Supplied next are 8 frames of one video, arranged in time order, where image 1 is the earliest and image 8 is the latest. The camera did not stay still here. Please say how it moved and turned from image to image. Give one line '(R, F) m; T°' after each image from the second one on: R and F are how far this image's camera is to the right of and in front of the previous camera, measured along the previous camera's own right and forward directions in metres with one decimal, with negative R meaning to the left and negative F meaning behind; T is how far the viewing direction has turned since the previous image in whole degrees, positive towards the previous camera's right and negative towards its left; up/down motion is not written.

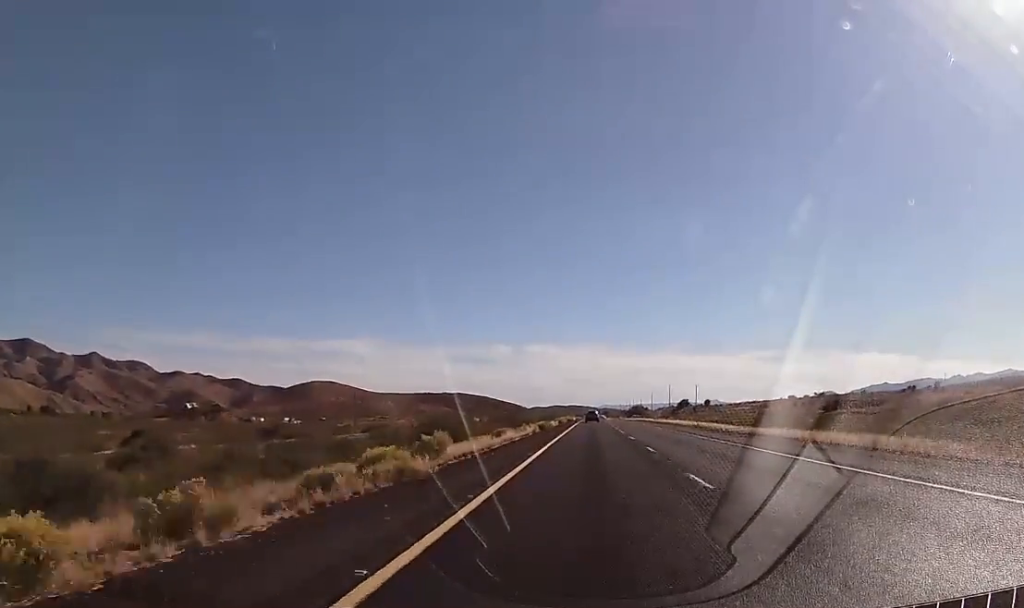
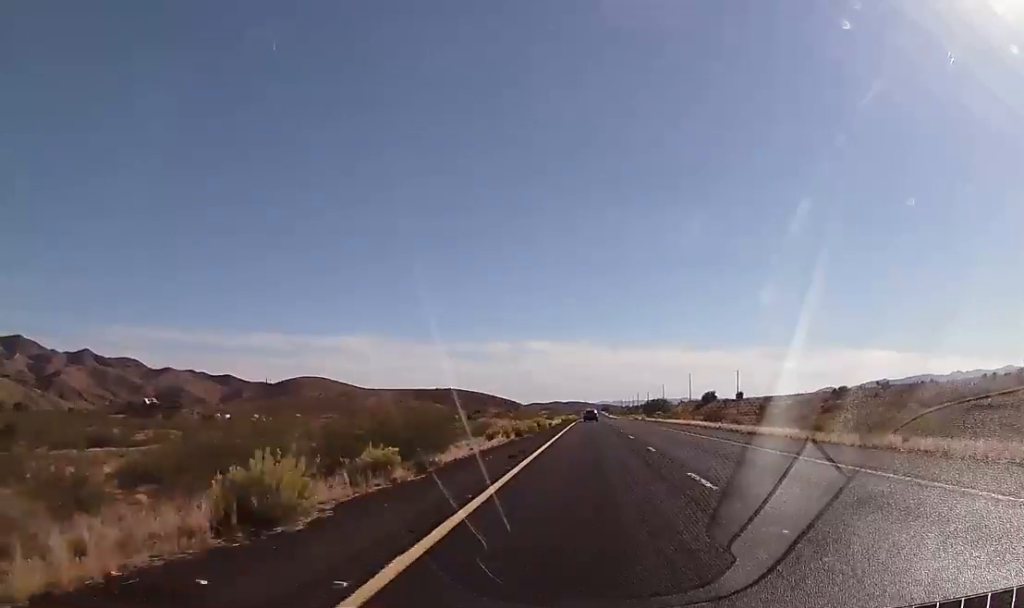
(0.0, +84.3) m; 0°
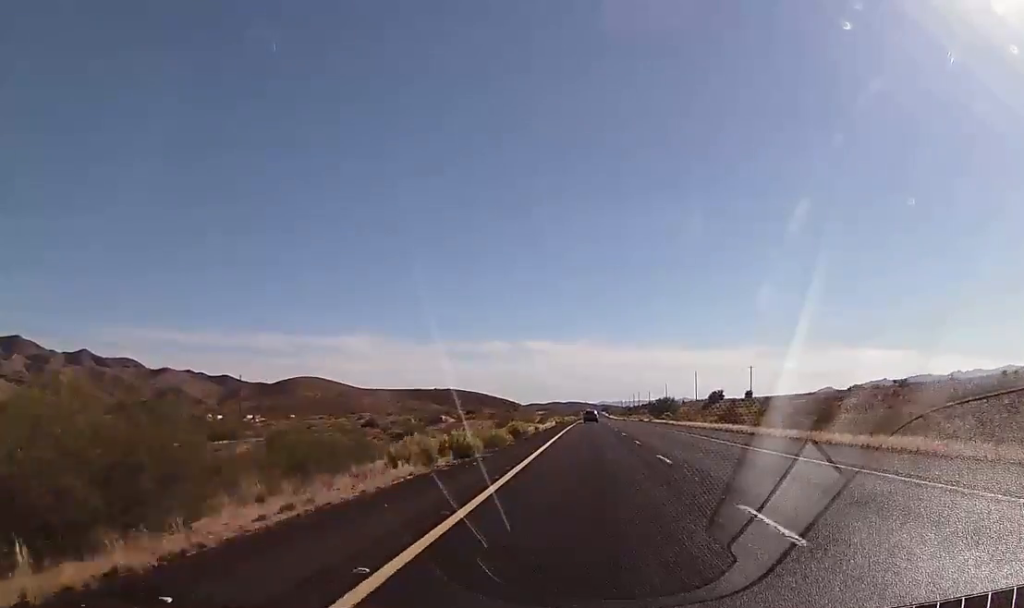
(-0.1, +17.6) m; 0°
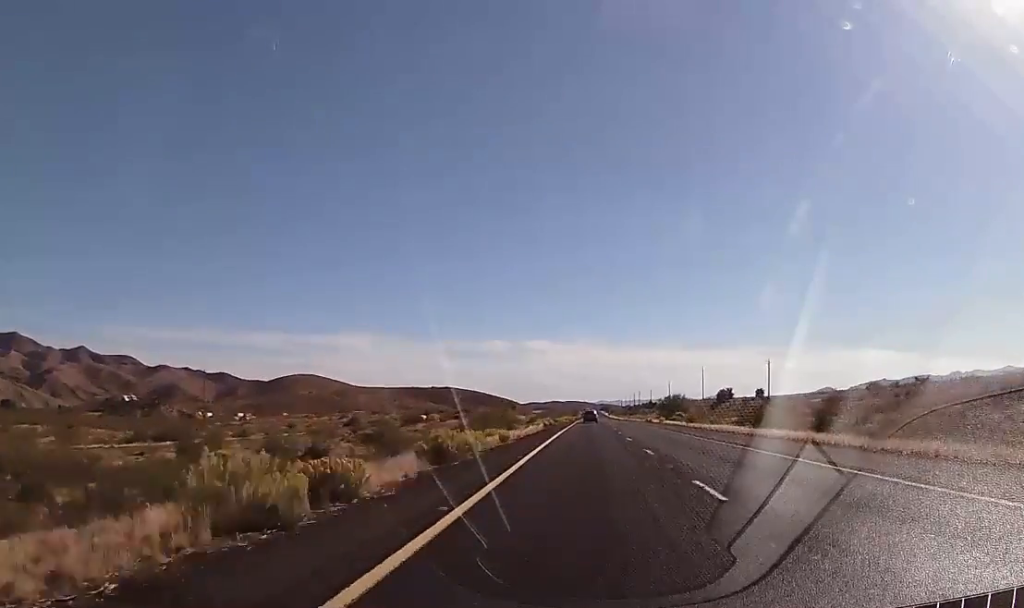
(+0.2, +20.3) m; 0°
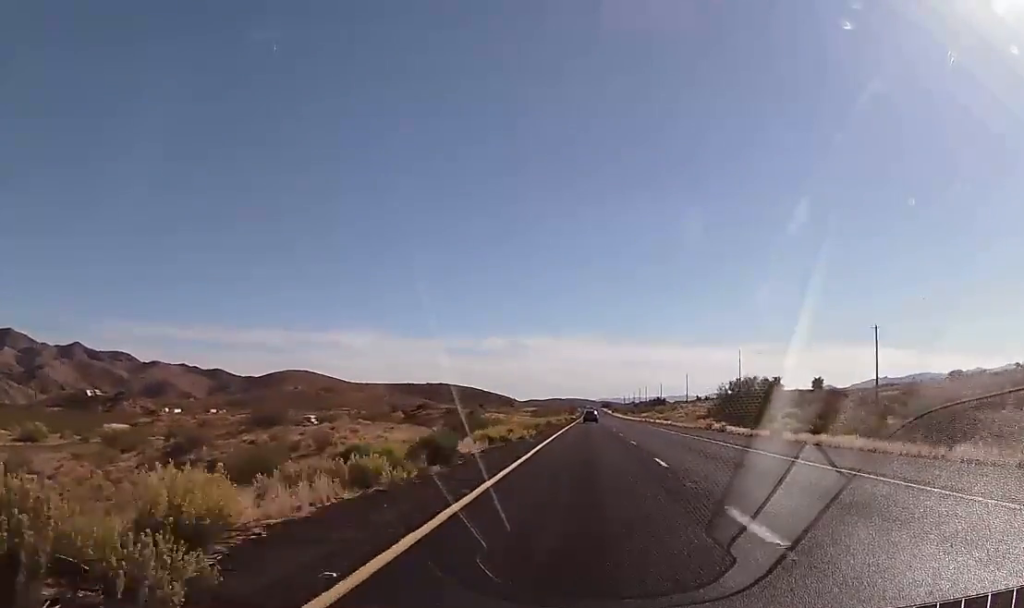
(-0.3, +65.9) m; -1°
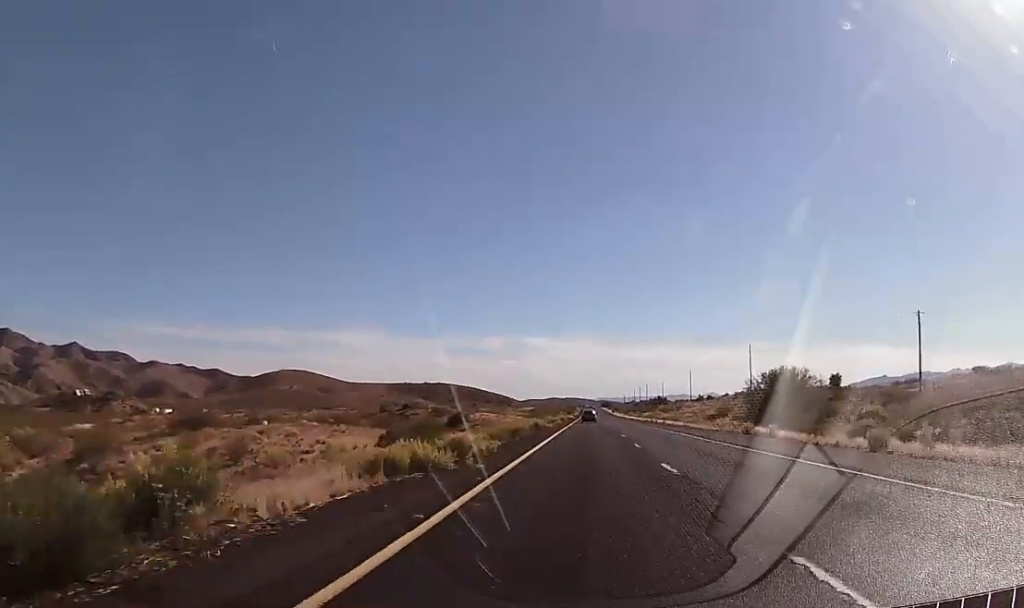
(0.0, +15.2) m; 0°
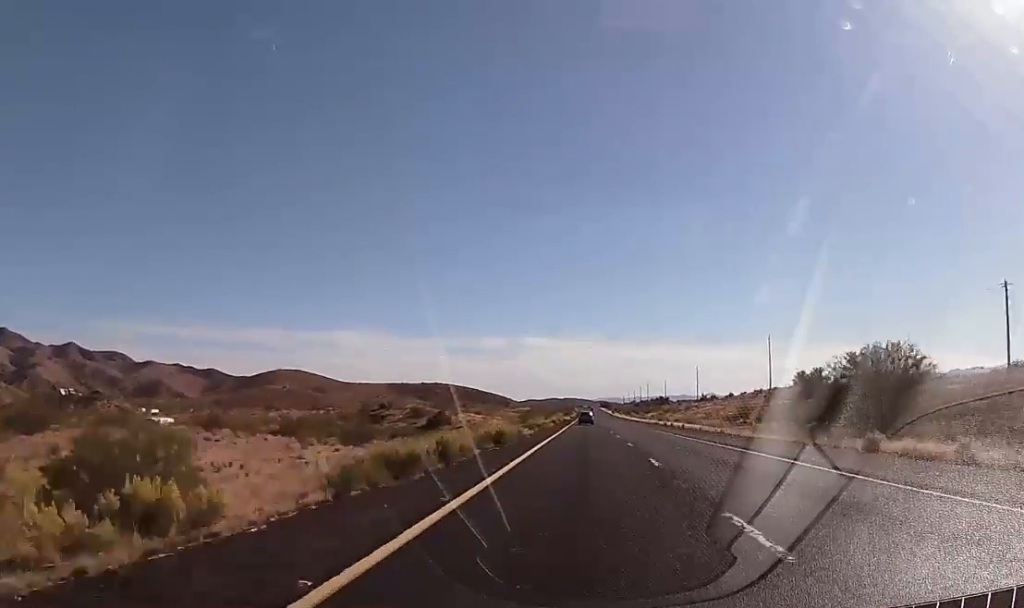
(0.0, +21.6) m; 0°
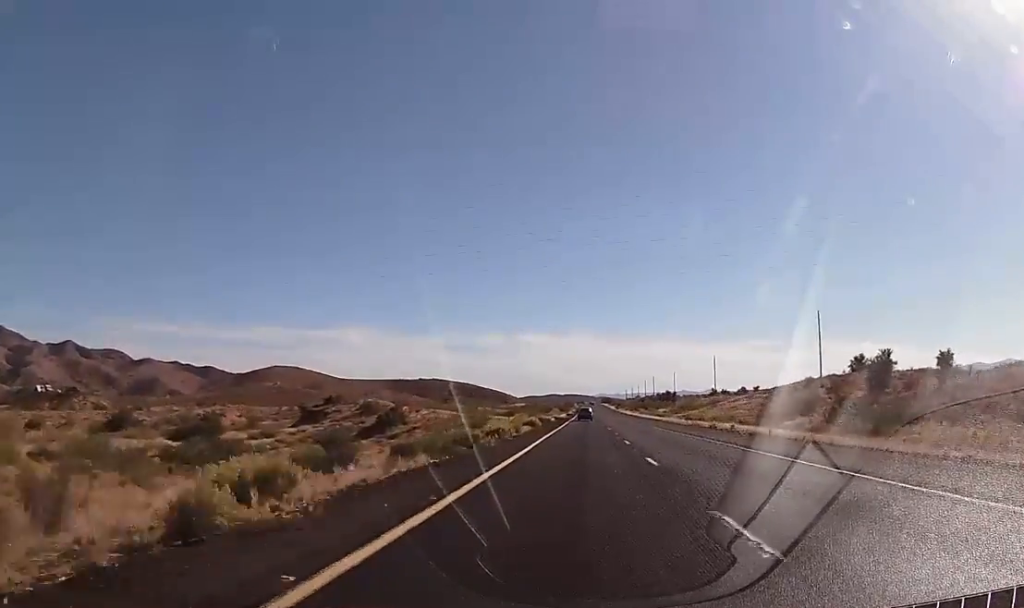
(+0.1, +36.8) m; +1°
